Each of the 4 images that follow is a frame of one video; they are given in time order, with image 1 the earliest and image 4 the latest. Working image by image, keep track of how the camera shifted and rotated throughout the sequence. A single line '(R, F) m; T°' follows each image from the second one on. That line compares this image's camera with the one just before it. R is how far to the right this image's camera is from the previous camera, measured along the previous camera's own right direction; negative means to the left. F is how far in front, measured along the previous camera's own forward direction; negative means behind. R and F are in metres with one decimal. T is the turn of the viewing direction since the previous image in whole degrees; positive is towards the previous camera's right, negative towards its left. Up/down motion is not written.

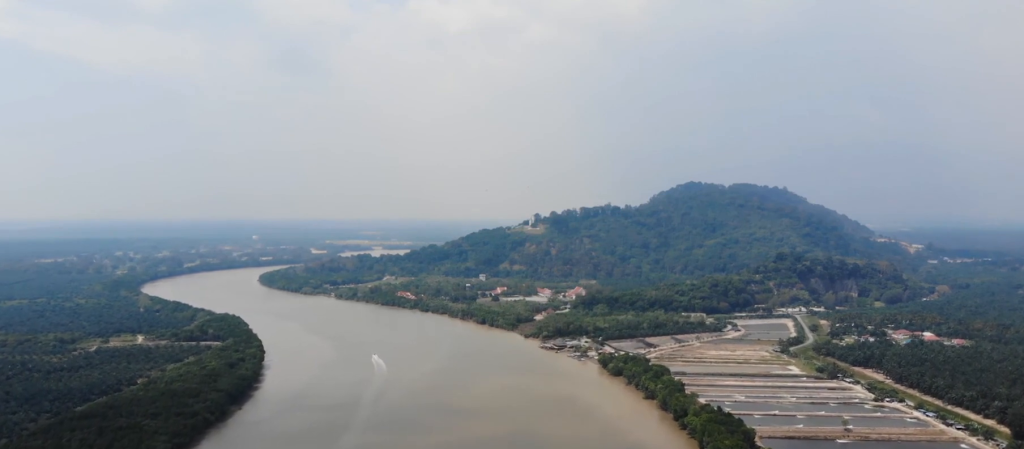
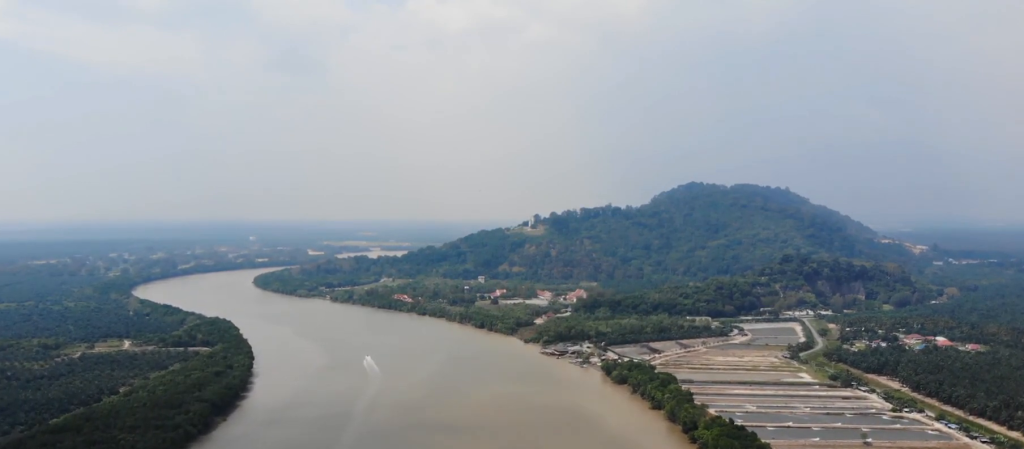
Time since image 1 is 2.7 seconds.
(0.0, +34.5) m; 0°
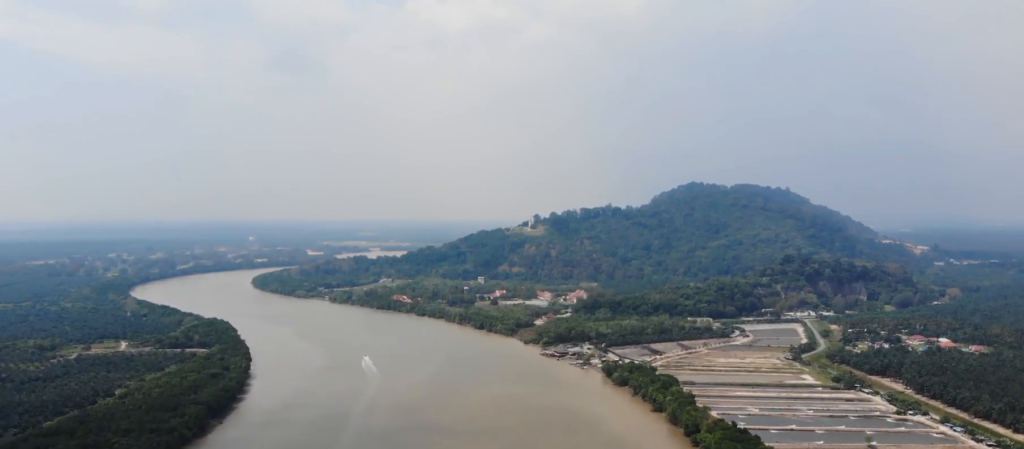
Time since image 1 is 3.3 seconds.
(0.0, +7.7) m; 0°
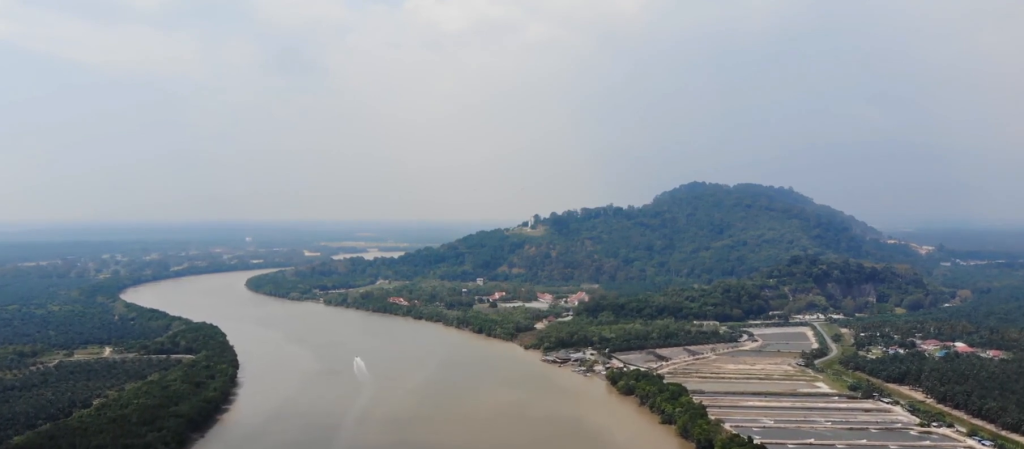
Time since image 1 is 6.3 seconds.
(-0.1, +38.6) m; 0°
